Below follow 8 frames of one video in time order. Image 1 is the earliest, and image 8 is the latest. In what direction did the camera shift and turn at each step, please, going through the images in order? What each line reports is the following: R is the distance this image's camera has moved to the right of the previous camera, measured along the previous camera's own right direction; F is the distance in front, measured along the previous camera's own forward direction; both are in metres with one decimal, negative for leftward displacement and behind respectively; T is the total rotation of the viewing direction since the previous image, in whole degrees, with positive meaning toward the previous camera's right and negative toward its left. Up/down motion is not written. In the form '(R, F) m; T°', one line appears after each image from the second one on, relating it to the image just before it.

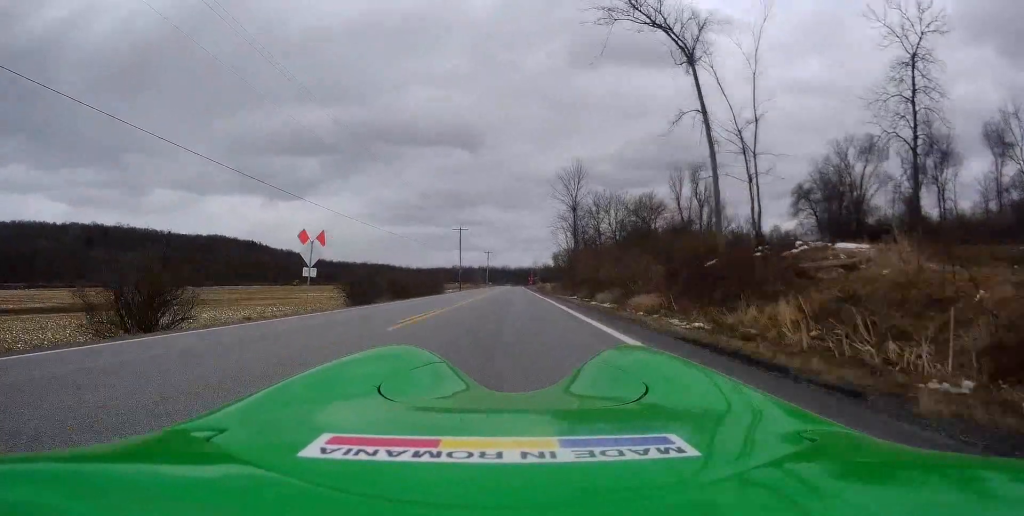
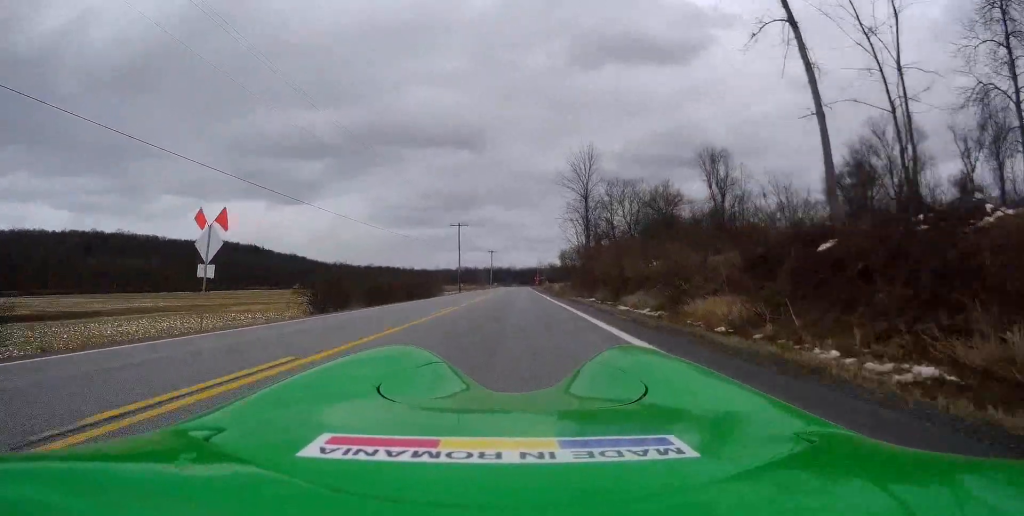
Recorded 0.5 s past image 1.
(+0.2, +8.3) m; 0°
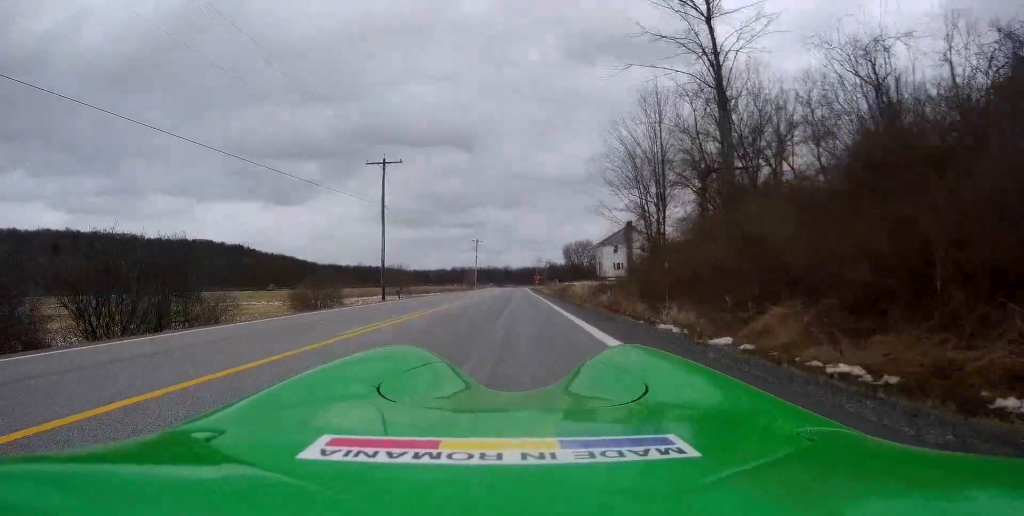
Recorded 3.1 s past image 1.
(-0.8, +42.4) m; -1°
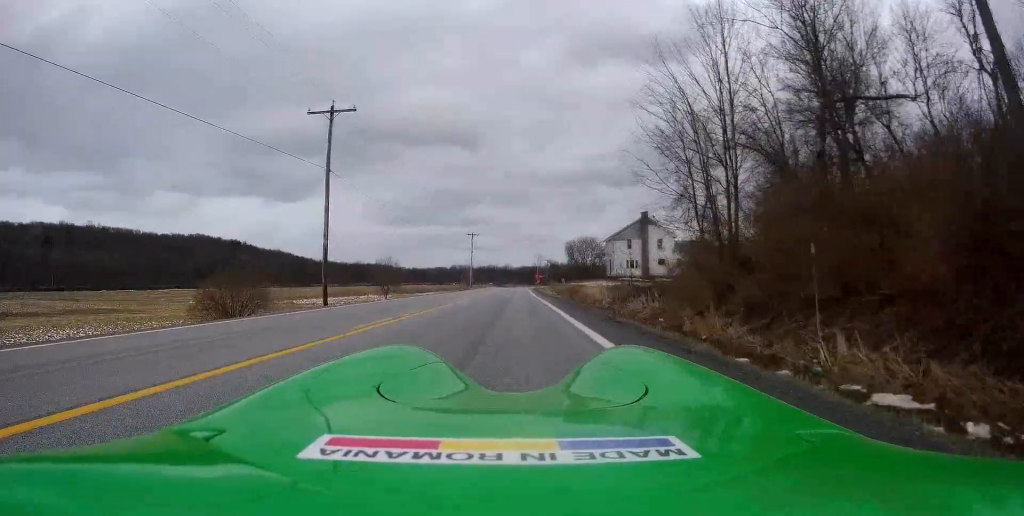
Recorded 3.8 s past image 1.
(+0.3, +11.6) m; 0°
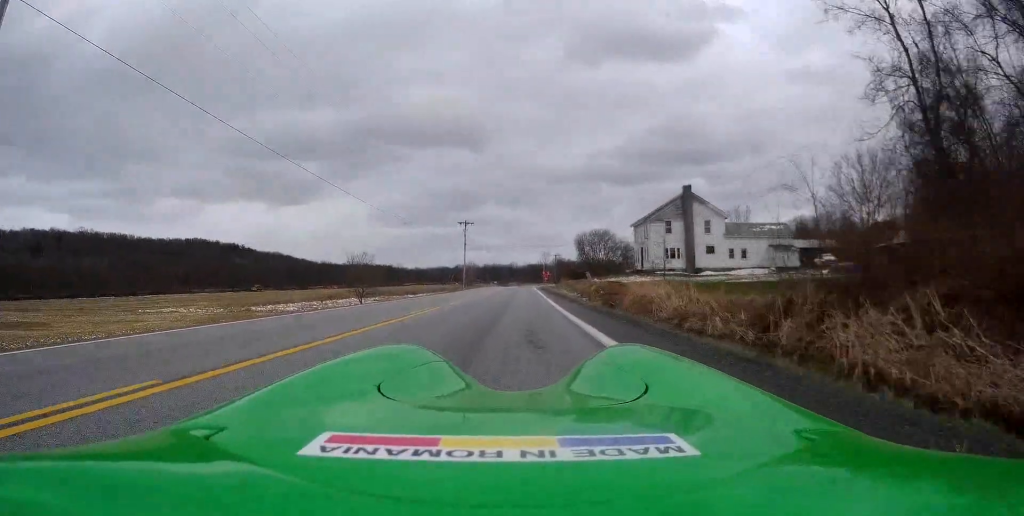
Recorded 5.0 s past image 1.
(-0.6, +19.7) m; -1°
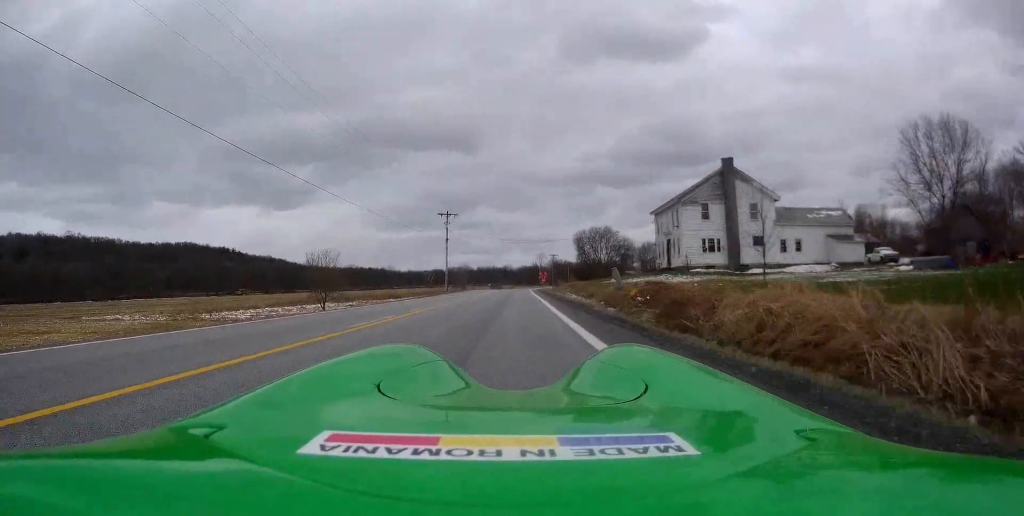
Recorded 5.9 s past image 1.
(0.0, +14.8) m; +1°
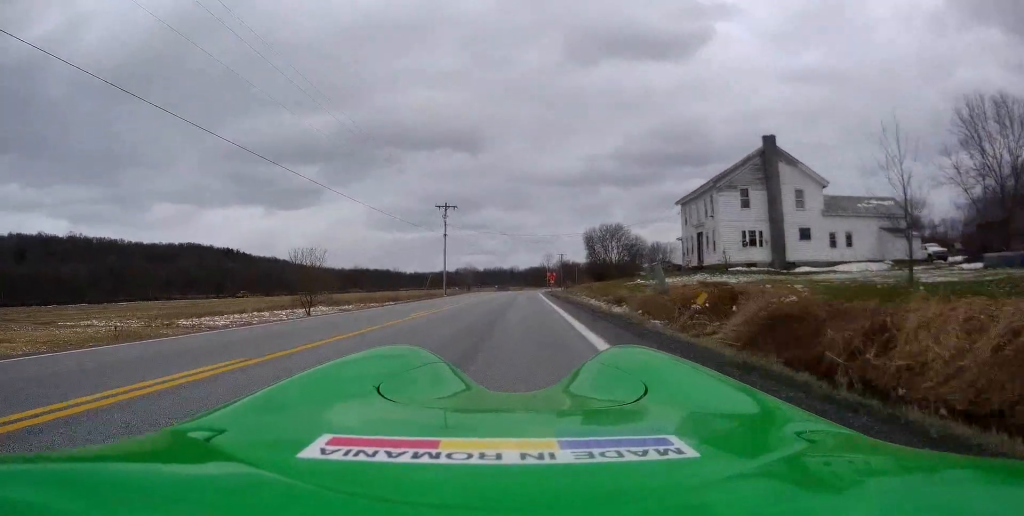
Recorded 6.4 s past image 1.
(+0.2, +7.4) m; 0°
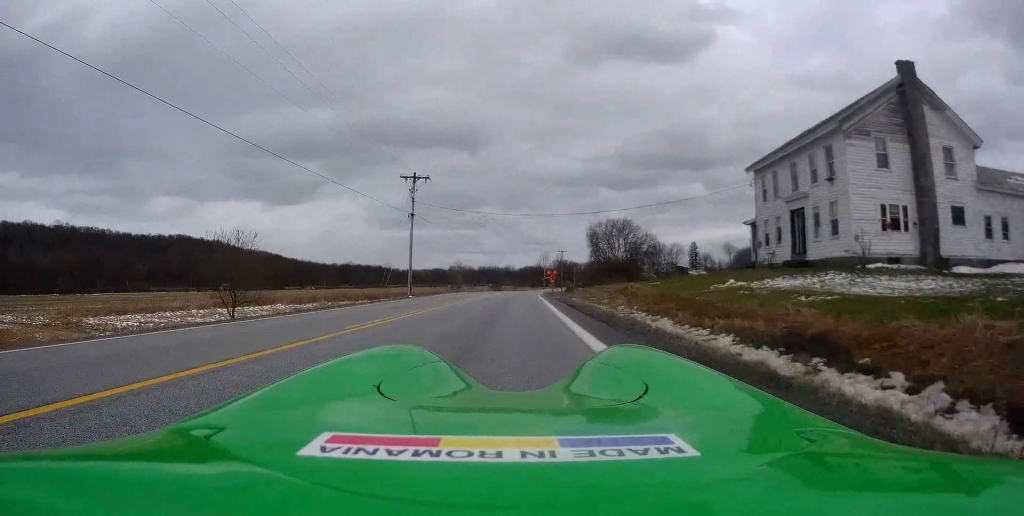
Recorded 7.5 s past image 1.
(0.0, +17.5) m; 0°
